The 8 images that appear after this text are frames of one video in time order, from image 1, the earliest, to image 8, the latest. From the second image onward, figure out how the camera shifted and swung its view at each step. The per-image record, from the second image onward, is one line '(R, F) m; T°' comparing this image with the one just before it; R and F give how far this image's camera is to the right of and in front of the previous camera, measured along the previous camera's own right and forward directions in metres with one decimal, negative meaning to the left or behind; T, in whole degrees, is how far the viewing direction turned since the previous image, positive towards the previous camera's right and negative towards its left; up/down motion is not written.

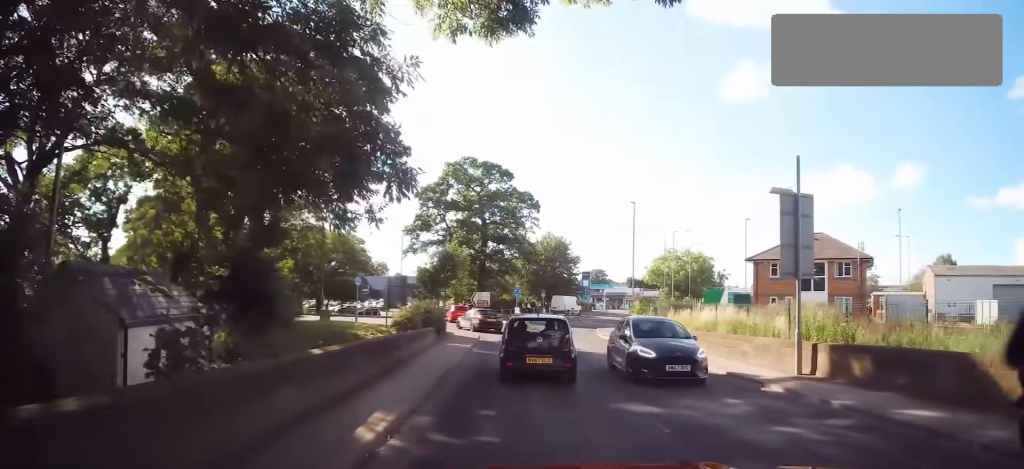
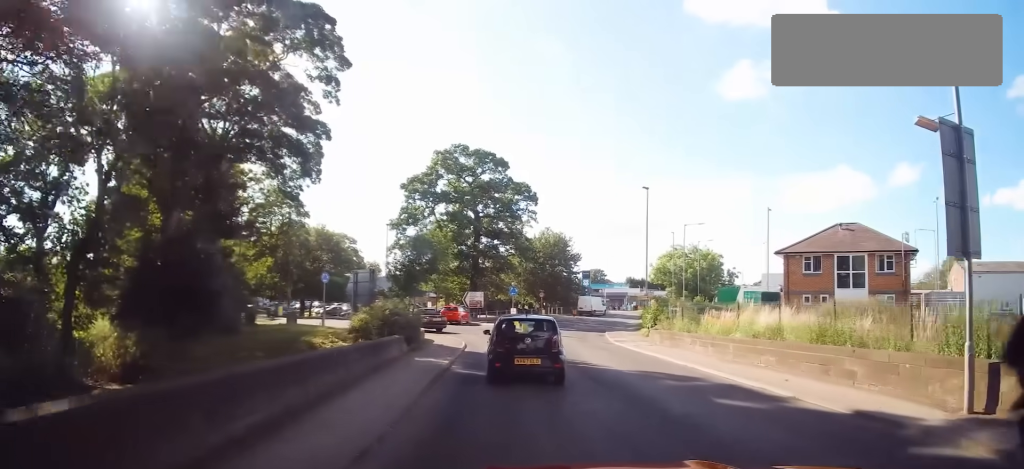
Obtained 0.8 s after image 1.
(0.0, +5.4) m; 0°
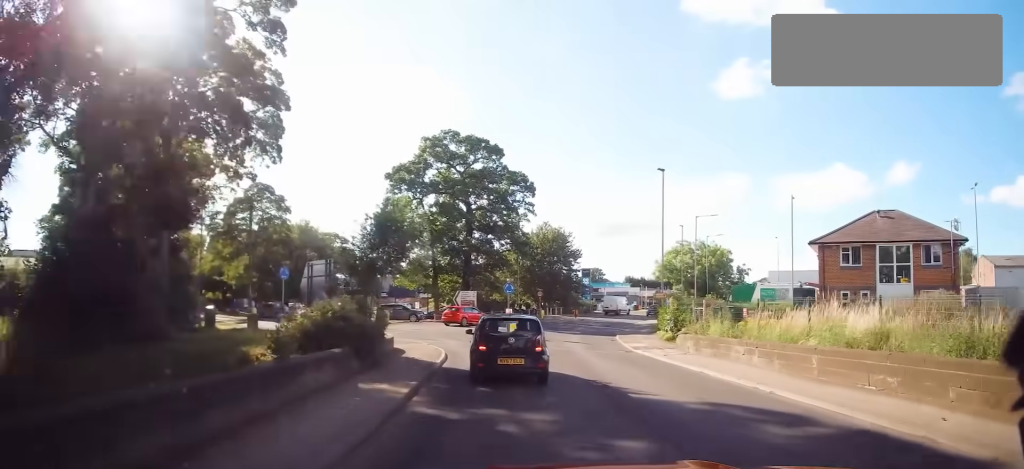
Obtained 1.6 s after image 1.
(0.0, +5.1) m; 0°
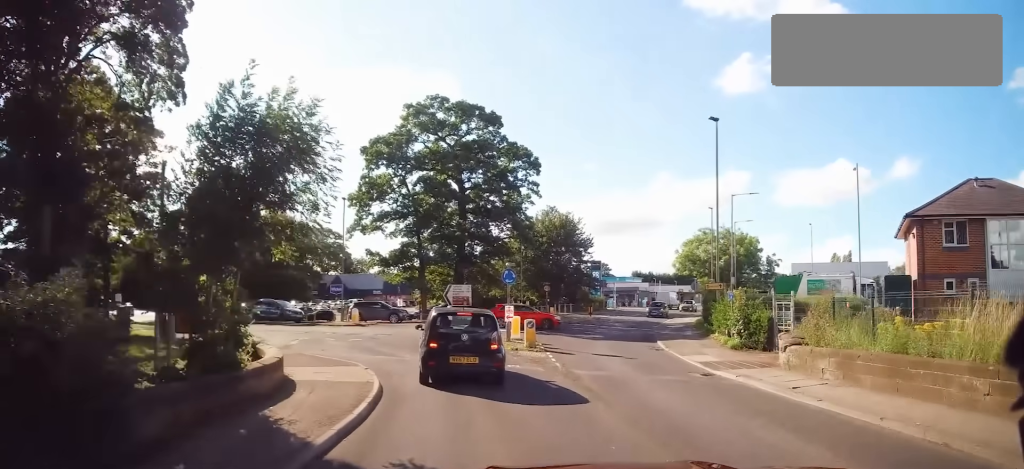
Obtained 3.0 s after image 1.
(0.0, +8.9) m; 0°
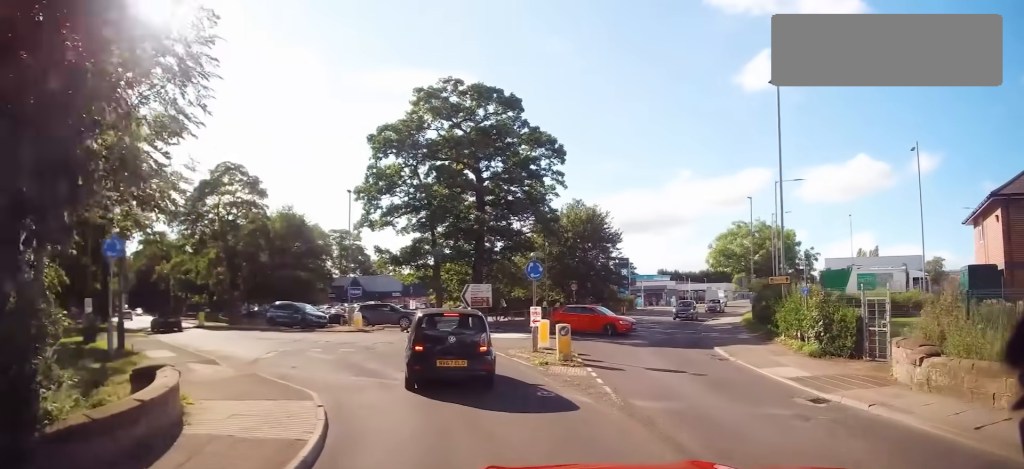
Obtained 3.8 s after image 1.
(0.0, +5.1) m; 0°
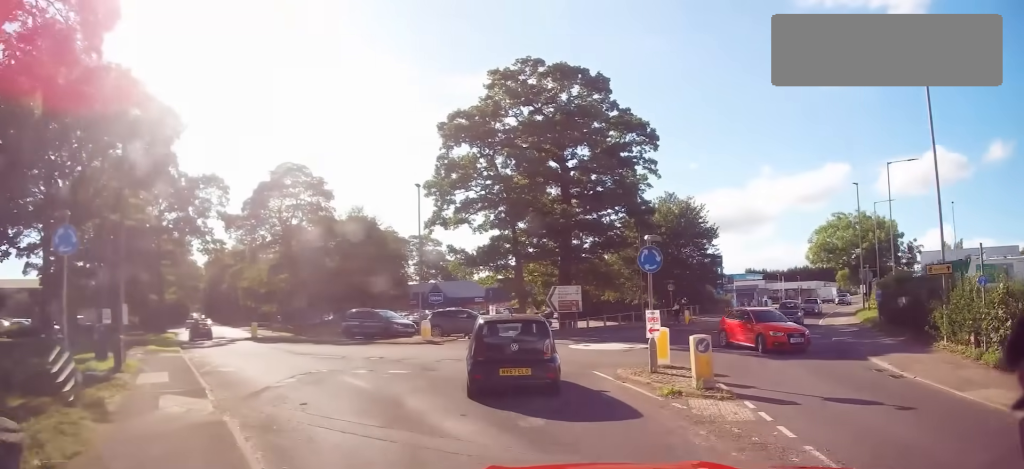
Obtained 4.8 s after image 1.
(0.0, +6.2) m; -8°
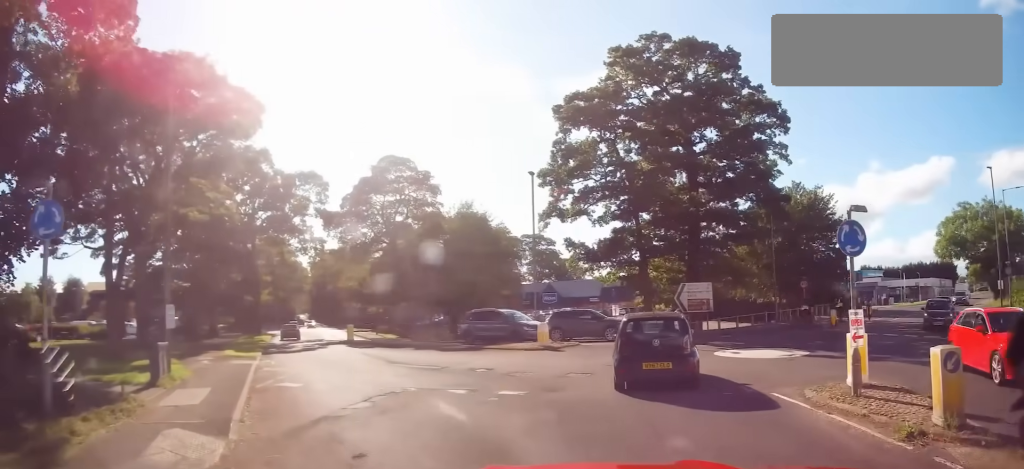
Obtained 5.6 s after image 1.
(-0.6, +3.6) m; -20°
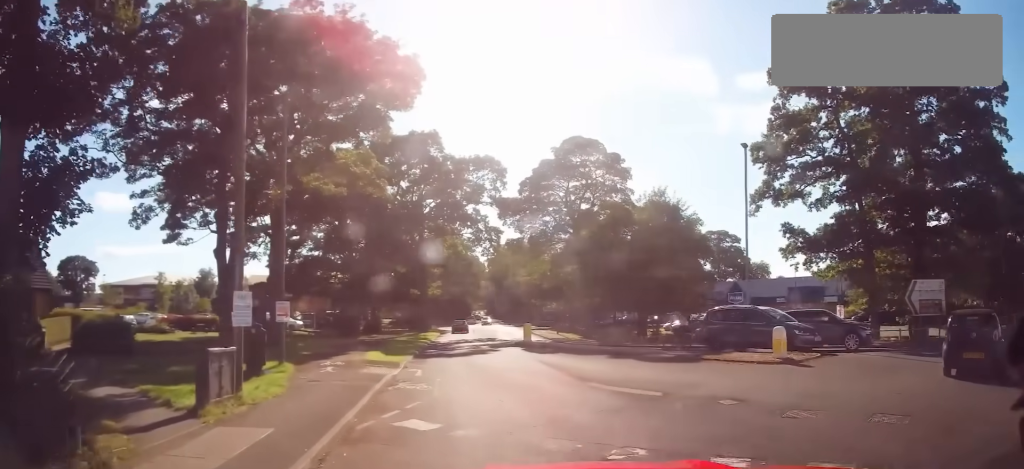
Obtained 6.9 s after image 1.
(-1.6, +5.6) m; -21°
